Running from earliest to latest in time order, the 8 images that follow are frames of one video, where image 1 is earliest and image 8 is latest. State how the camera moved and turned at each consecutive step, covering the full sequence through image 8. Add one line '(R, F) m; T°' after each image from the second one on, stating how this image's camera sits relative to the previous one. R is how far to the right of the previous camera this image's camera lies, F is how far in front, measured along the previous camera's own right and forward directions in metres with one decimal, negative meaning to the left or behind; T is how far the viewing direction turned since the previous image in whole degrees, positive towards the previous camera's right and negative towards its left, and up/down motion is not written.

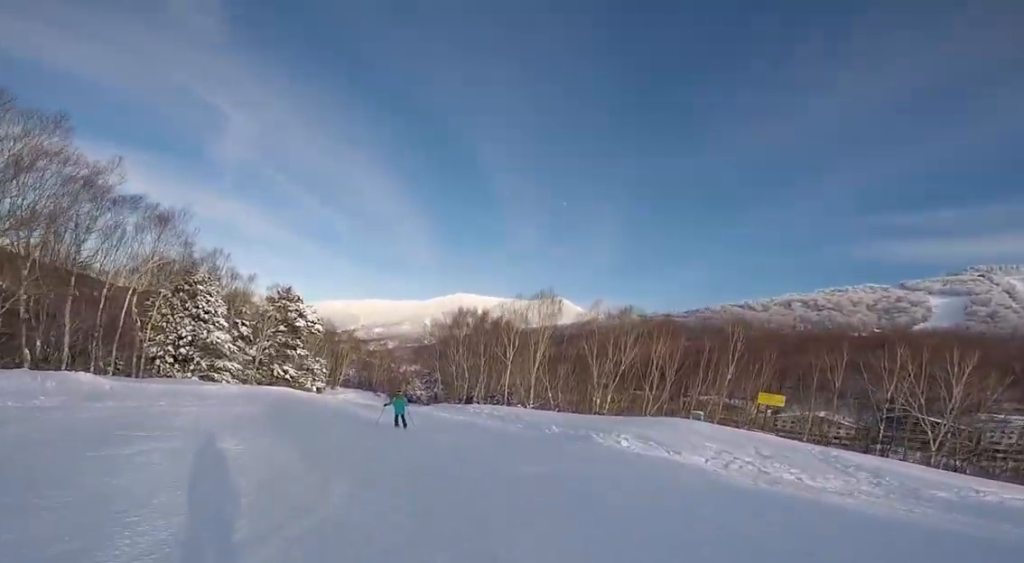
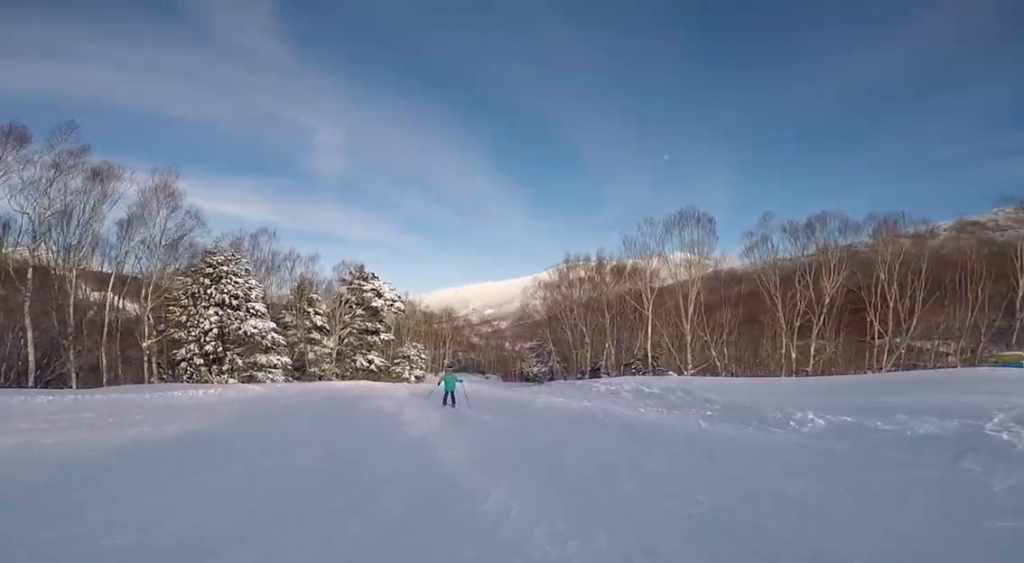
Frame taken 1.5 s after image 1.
(+0.6, +10.6) m; -1°
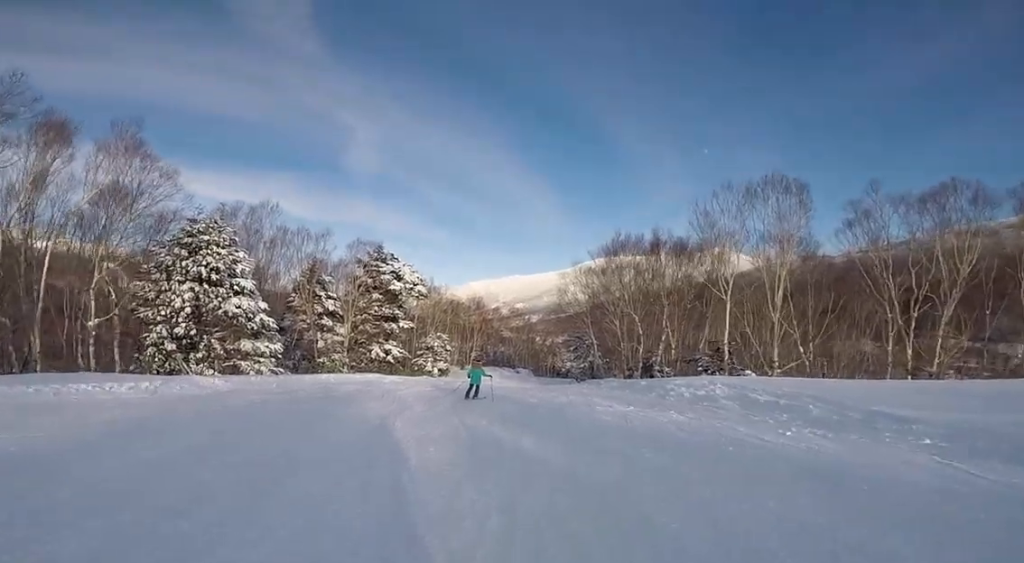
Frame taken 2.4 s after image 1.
(-1.2, +4.6) m; -3°
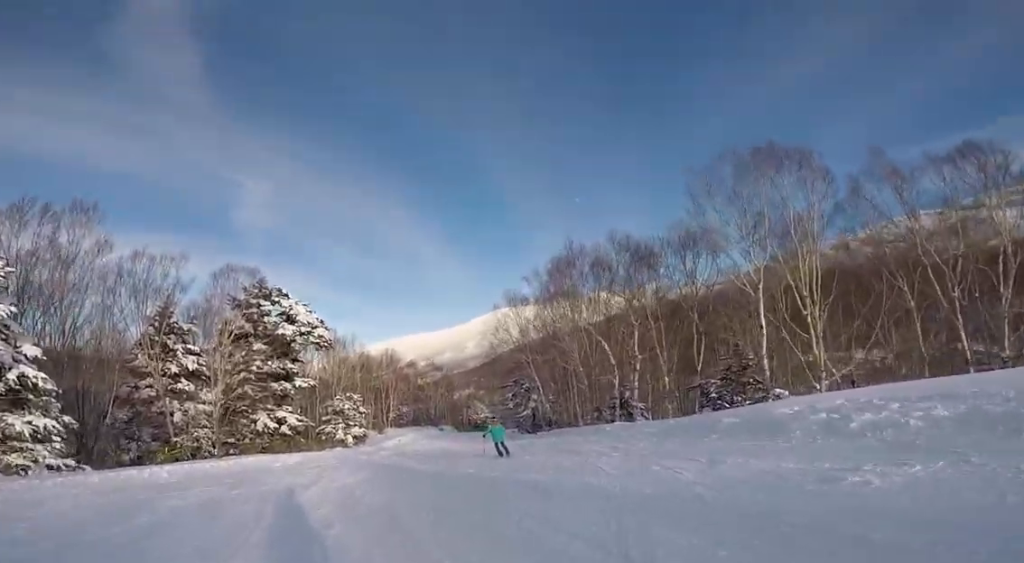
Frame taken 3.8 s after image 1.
(+1.5, +6.7) m; +27°
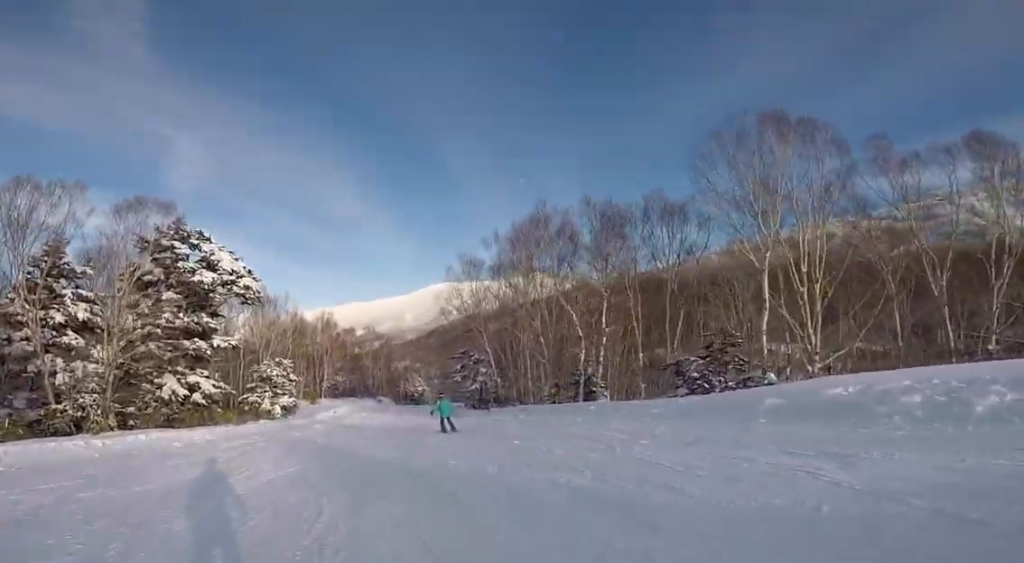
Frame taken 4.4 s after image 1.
(+0.1, +2.2) m; +11°
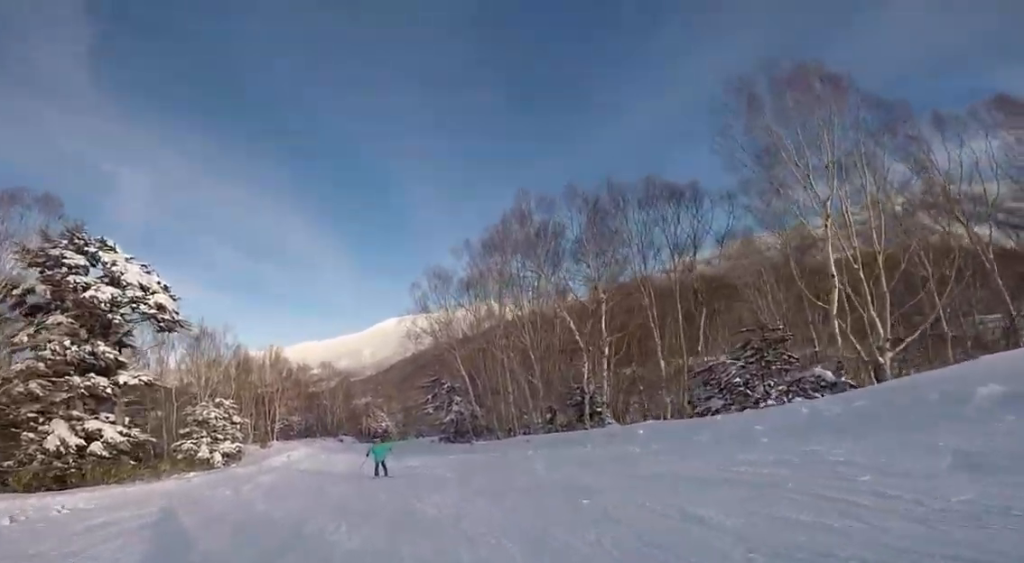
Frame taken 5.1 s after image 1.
(+0.5, +3.1) m; -3°
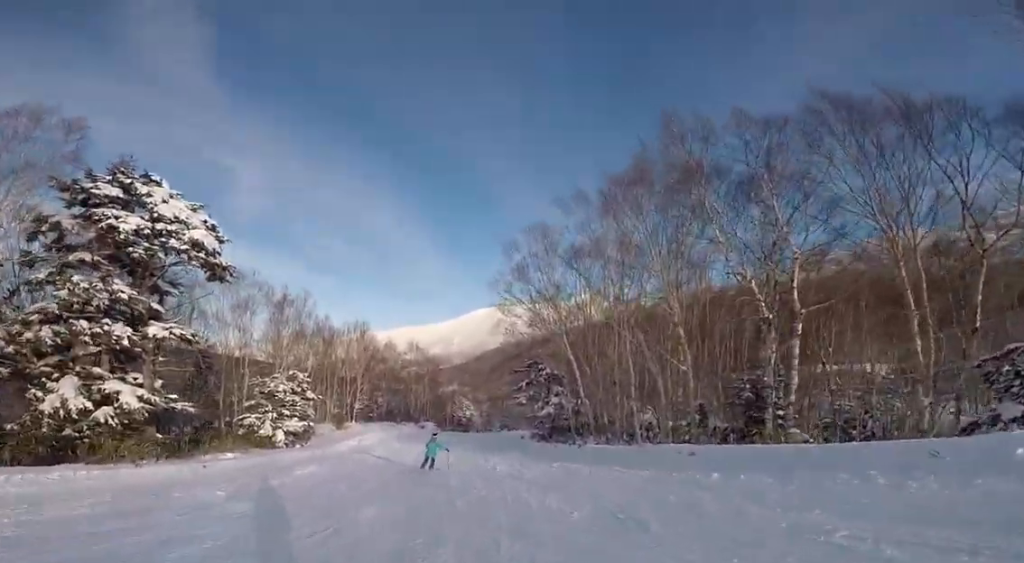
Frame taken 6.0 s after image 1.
(-0.4, +3.8) m; -20°
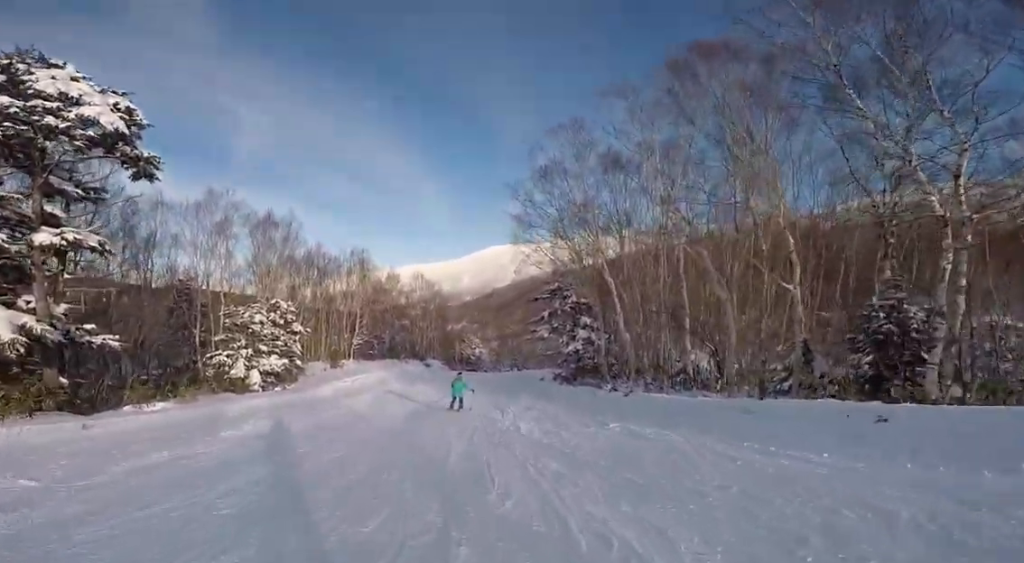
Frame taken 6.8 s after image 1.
(-0.5, +3.0) m; -18°
